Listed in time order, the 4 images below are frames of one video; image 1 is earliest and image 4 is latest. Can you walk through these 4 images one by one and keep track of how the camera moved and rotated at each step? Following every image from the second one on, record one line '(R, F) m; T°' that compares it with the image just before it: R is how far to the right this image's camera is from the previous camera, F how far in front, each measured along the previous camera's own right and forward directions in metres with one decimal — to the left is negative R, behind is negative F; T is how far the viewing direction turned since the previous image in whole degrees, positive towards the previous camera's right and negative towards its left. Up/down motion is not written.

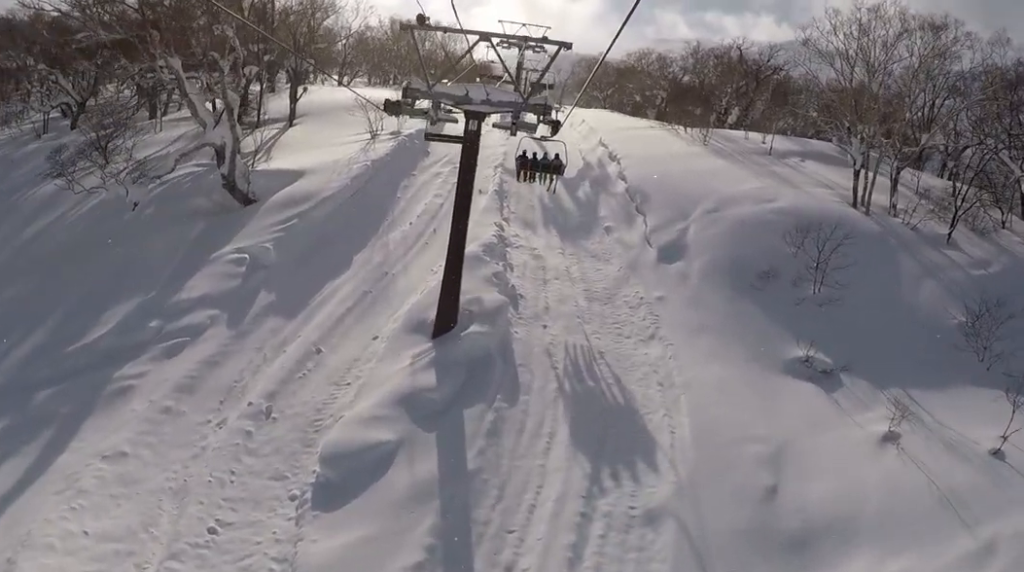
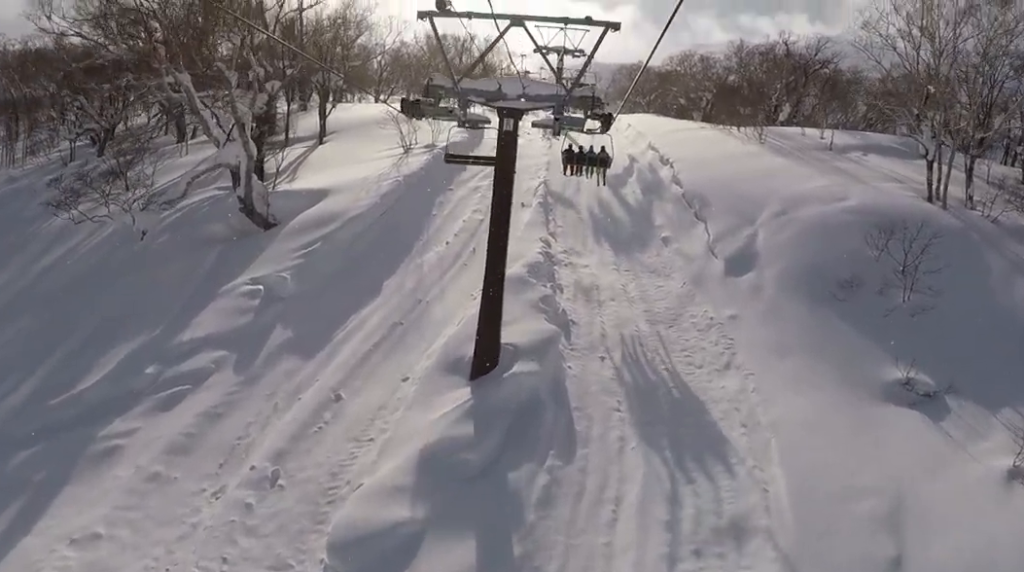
(-0.4, +3.4) m; -7°
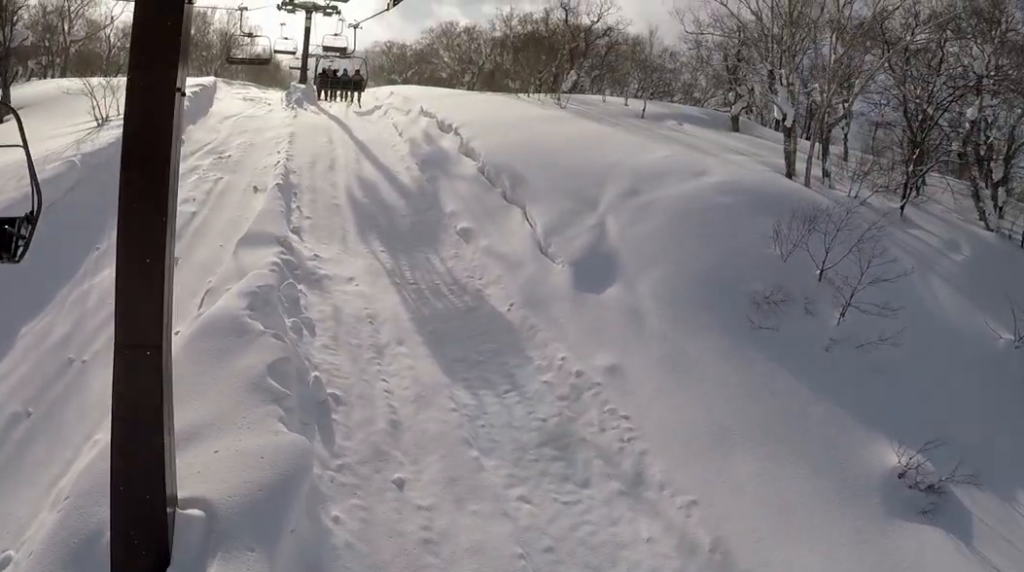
(+1.0, +11.5) m; +3°
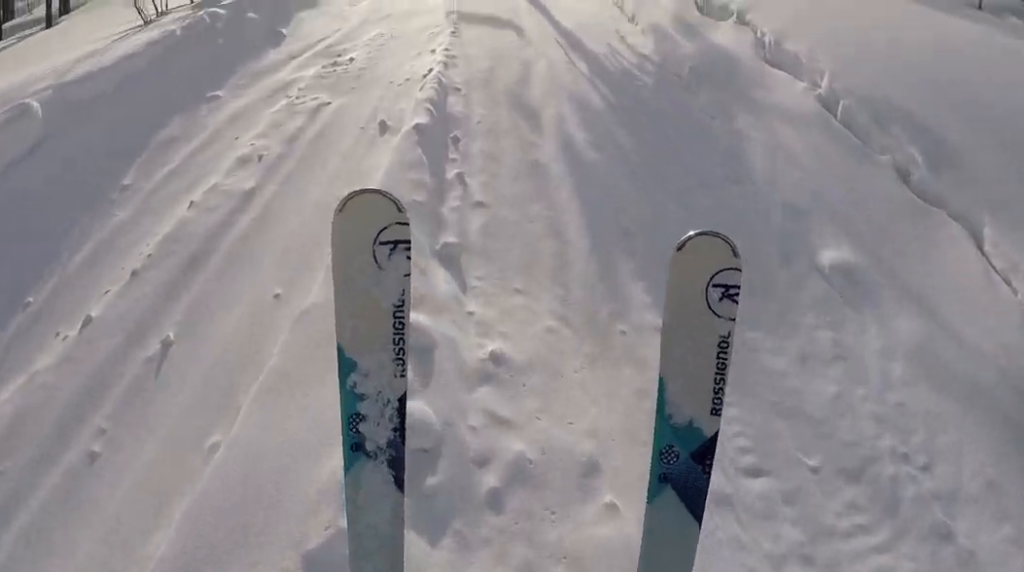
(+0.4, +13.0) m; -1°
